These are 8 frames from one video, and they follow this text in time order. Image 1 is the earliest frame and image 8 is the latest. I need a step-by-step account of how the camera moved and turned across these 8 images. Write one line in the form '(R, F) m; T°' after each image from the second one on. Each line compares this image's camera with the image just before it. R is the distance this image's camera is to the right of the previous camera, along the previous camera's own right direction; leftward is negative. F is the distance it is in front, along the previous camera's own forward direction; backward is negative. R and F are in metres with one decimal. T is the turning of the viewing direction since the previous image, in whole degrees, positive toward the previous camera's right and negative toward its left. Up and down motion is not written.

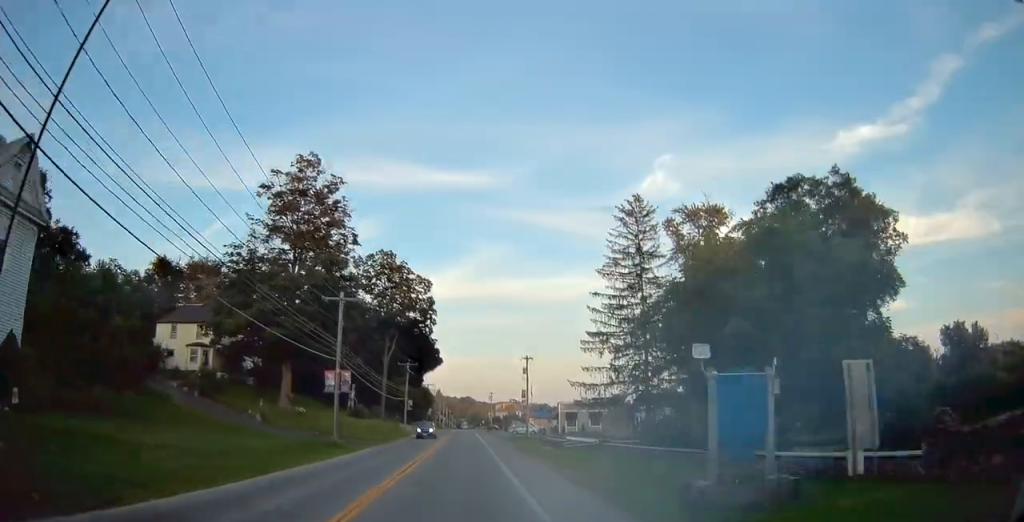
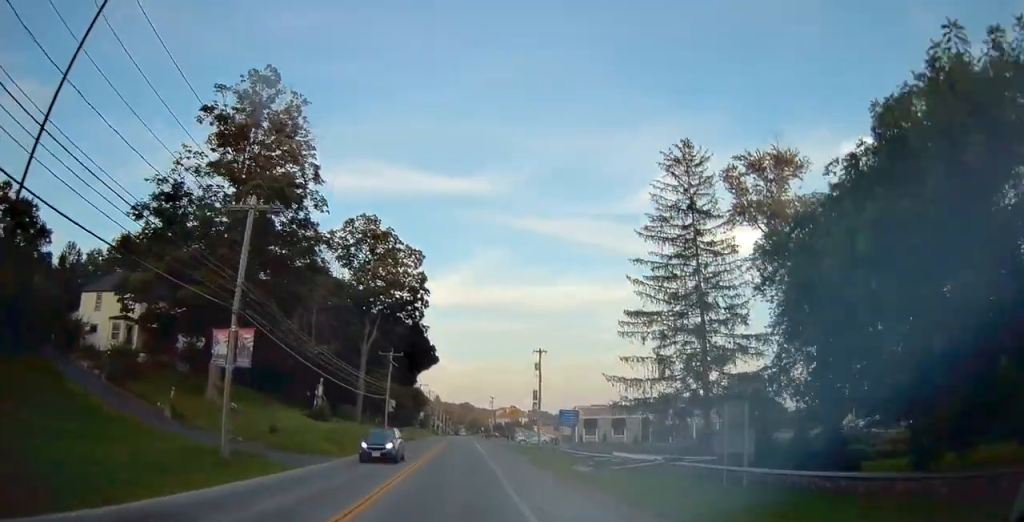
(+0.1, +15.3) m; +1°
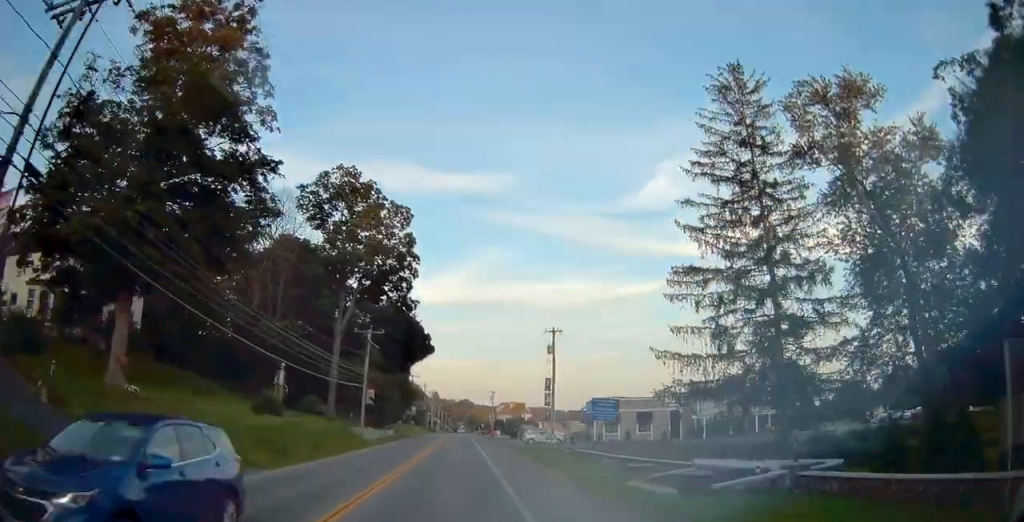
(+0.1, +11.6) m; 0°
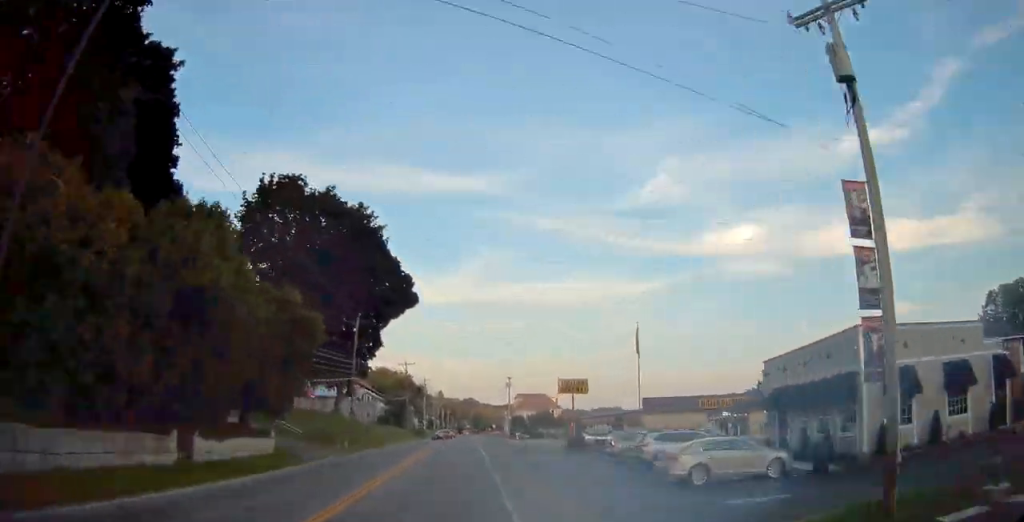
(-0.2, +44.9) m; -1°
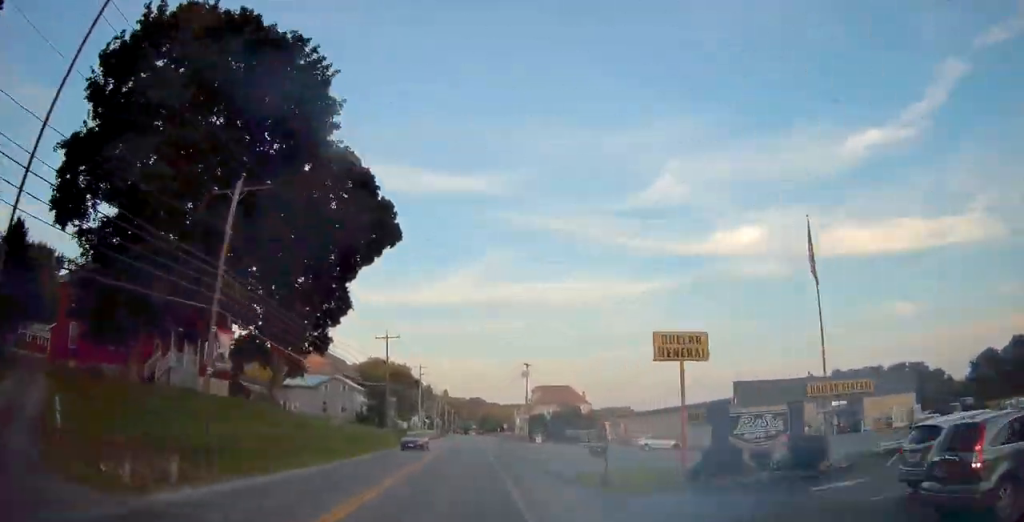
(-0.1, +23.8) m; 0°
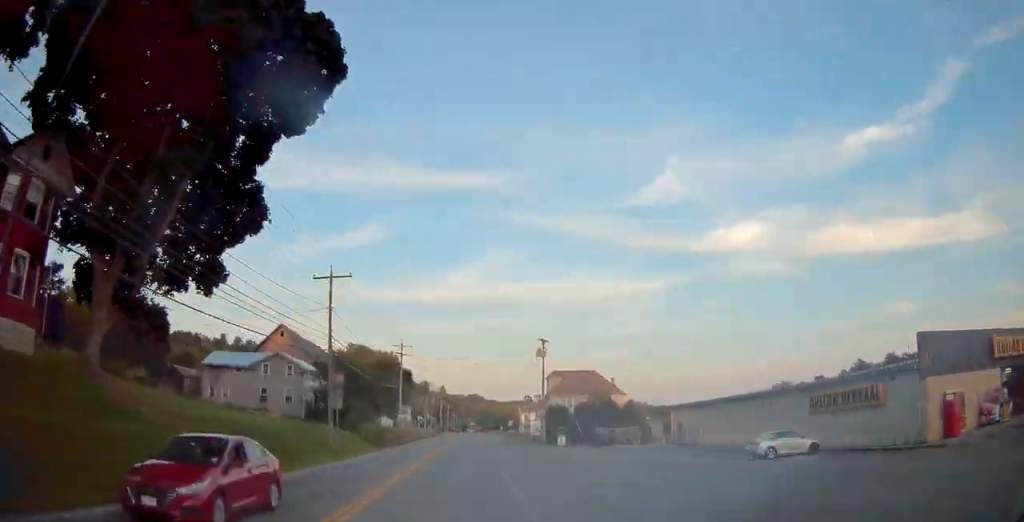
(+0.1, +23.1) m; +1°
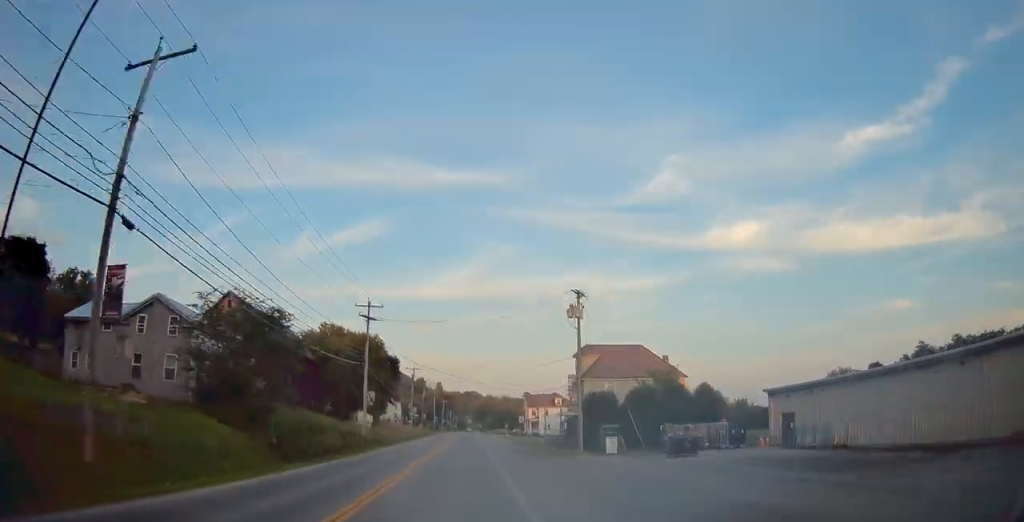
(+0.2, +22.4) m; 0°
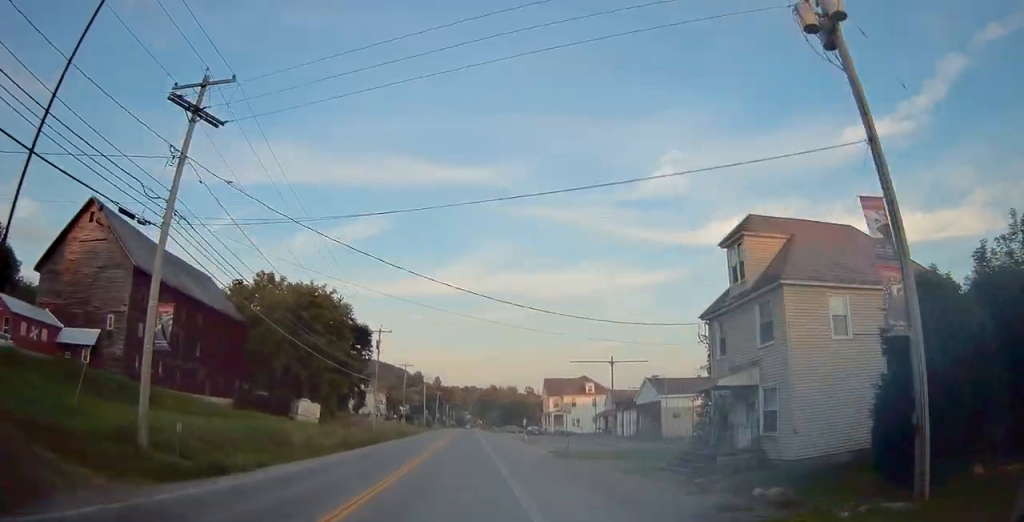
(-0.2, +33.4) m; -1°
